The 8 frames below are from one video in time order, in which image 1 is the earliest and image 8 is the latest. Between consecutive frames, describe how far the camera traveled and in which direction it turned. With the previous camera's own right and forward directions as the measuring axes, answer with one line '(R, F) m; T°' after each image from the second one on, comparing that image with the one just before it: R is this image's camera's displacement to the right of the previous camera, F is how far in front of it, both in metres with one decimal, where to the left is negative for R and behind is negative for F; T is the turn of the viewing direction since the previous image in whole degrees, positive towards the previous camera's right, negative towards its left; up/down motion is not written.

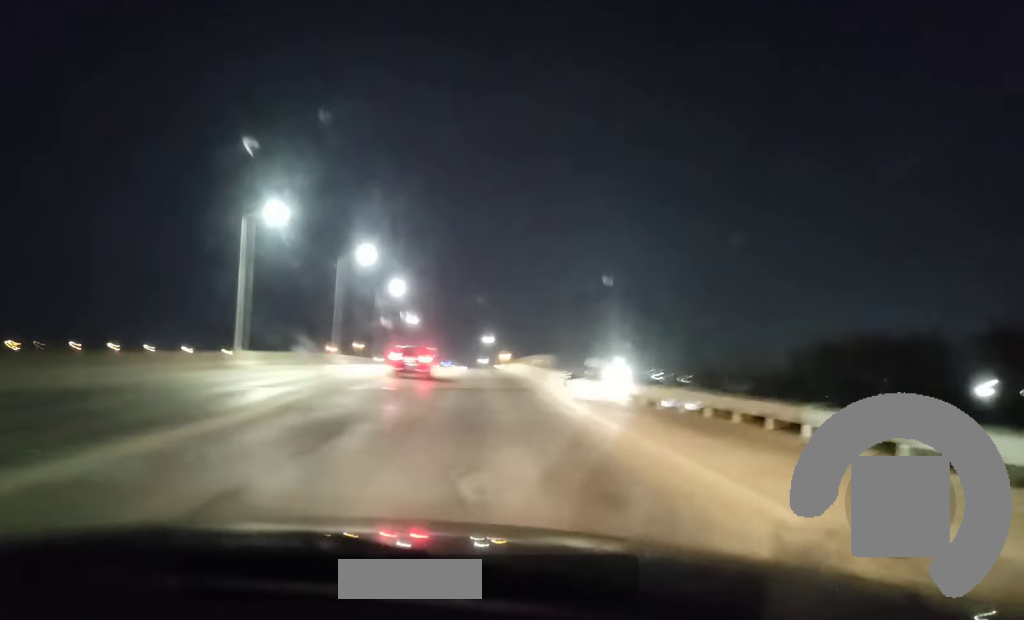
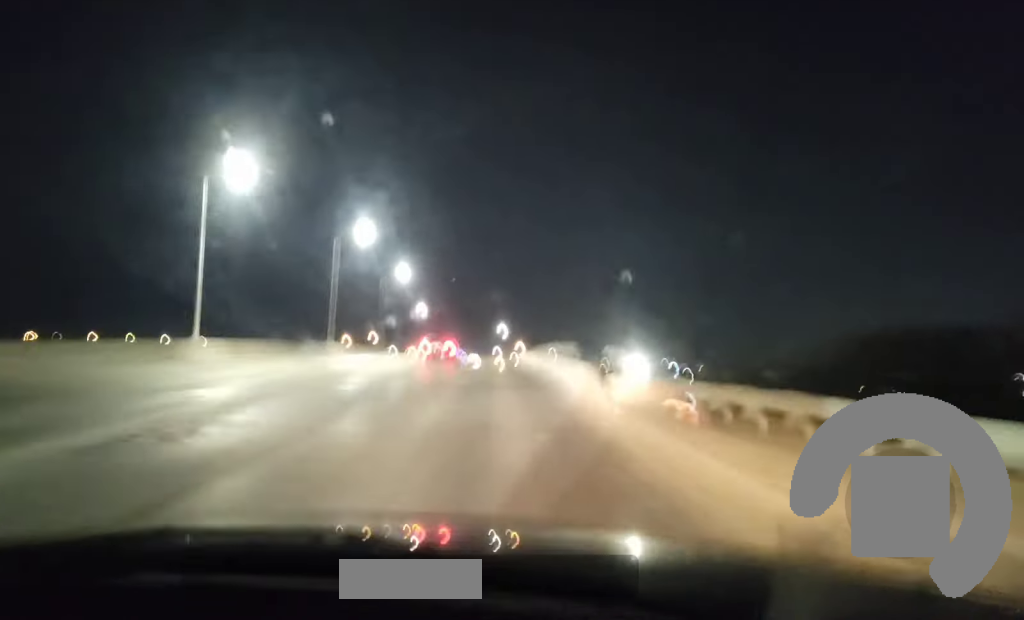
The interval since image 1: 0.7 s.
(0.0, +8.6) m; -1°
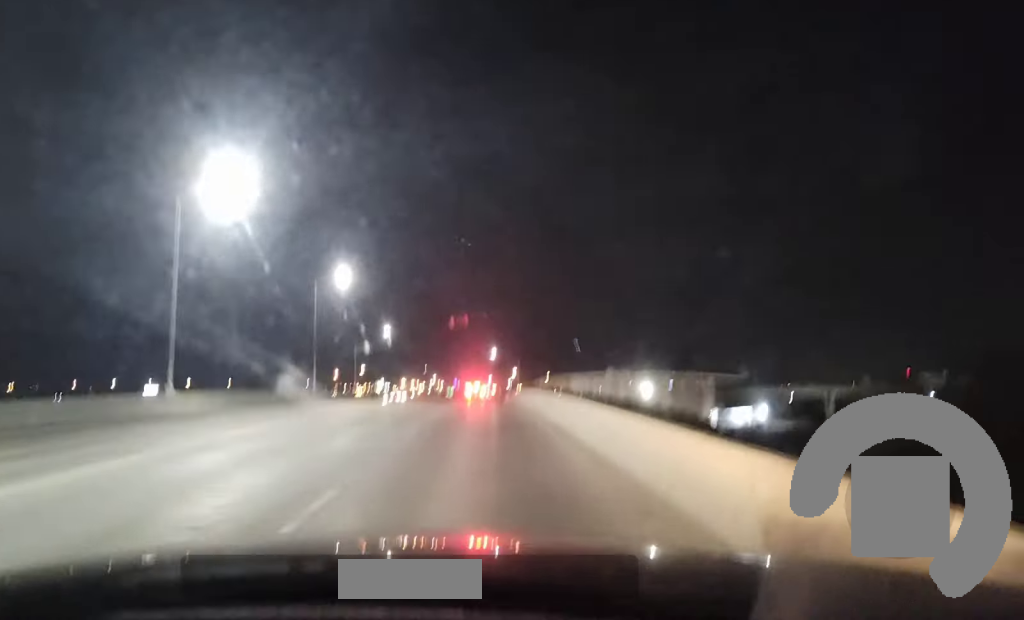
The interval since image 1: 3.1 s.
(-0.9, +32.0) m; -3°
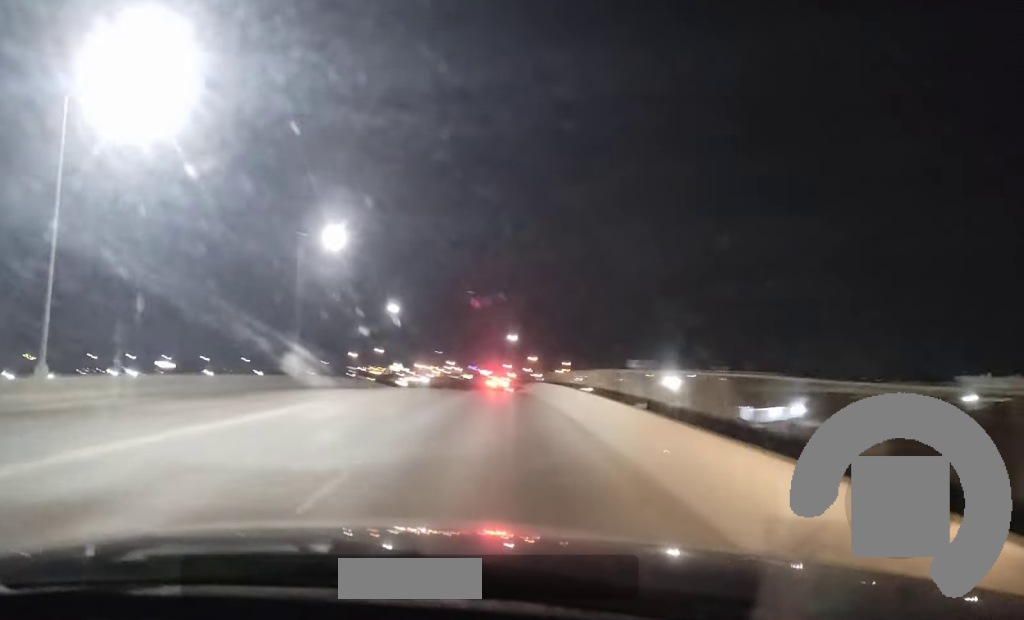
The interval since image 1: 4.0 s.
(0.0, +12.2) m; +1°
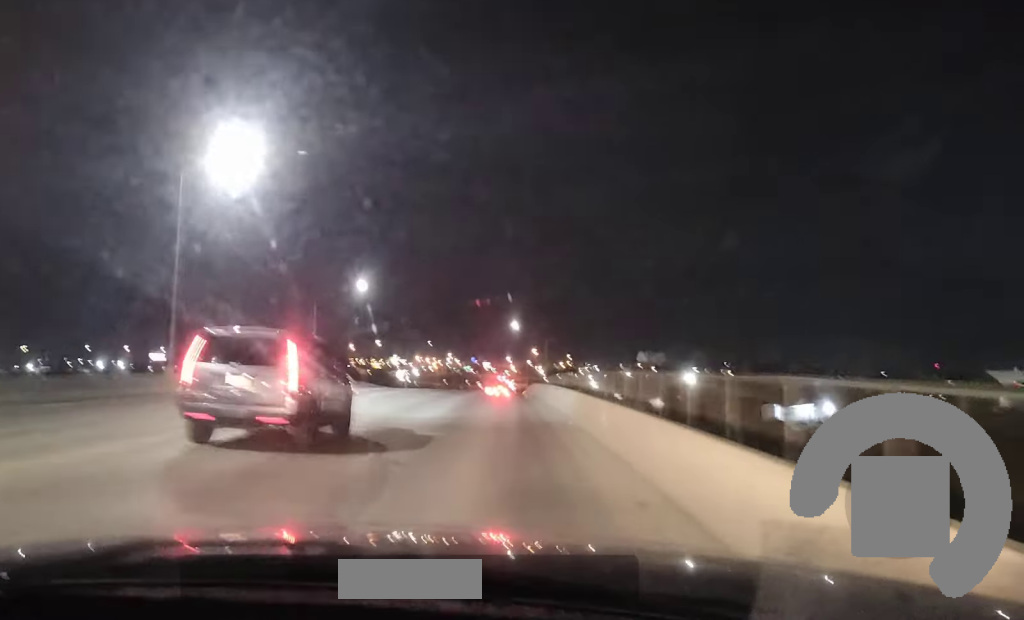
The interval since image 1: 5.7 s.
(+0.2, +21.2) m; +1°
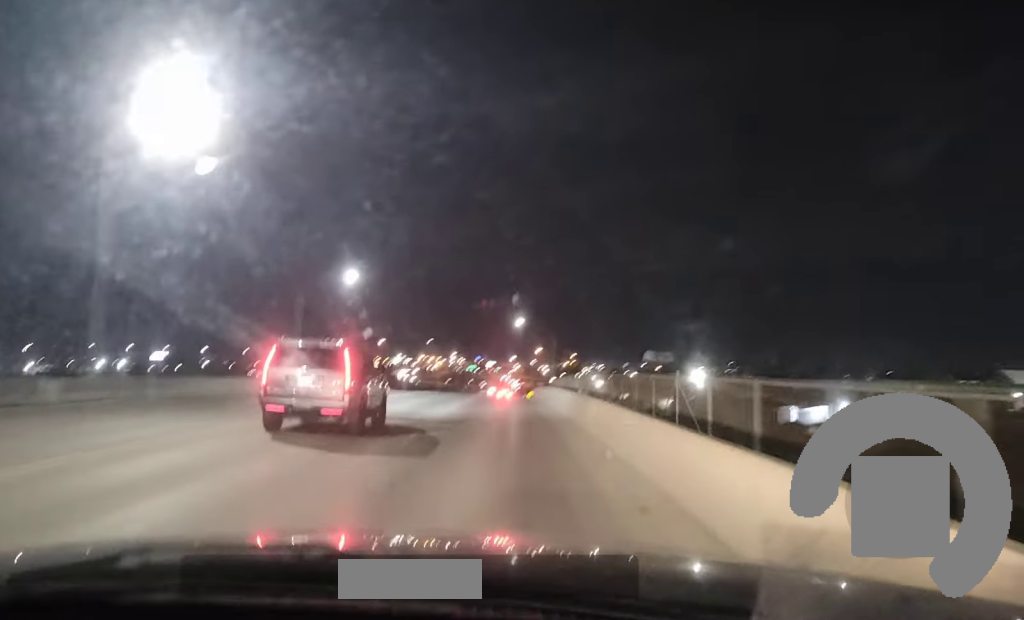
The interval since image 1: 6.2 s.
(0.0, +7.1) m; 0°
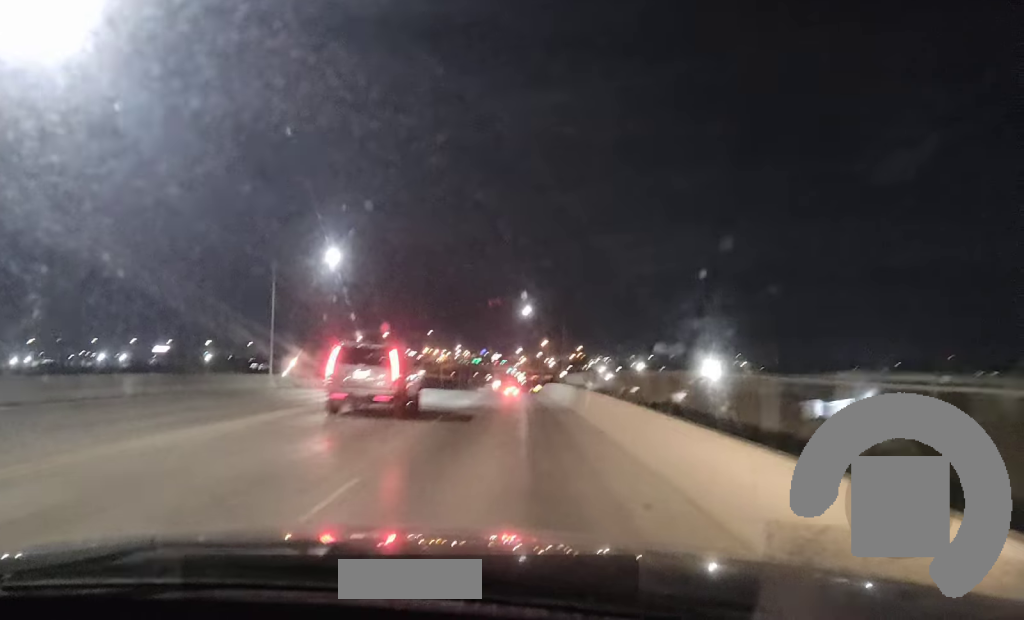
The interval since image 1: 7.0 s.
(-0.1, +9.7) m; 0°
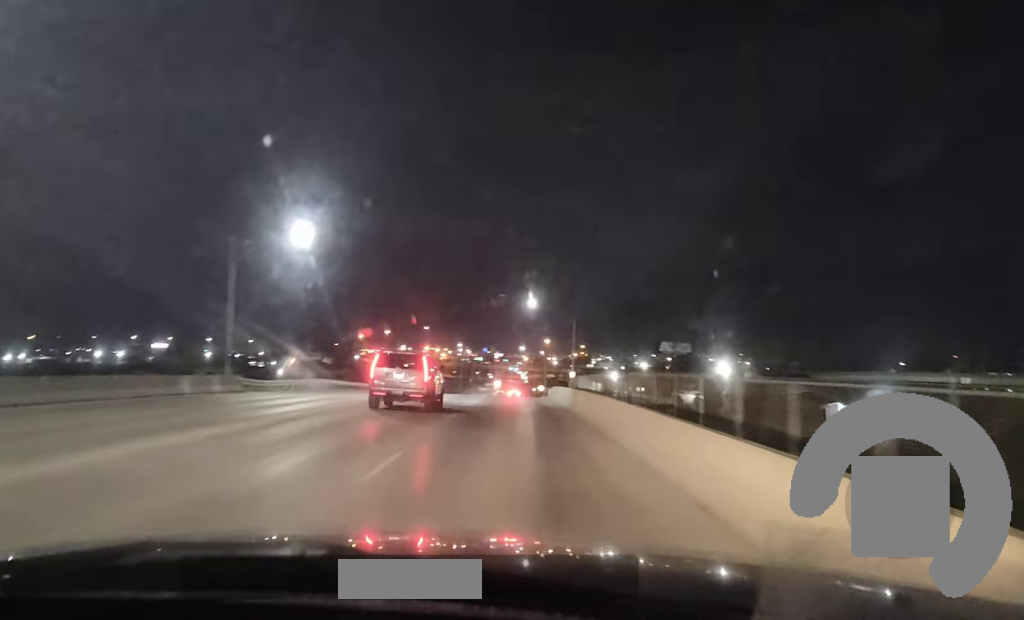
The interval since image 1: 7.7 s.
(0.0, +9.1) m; 0°
